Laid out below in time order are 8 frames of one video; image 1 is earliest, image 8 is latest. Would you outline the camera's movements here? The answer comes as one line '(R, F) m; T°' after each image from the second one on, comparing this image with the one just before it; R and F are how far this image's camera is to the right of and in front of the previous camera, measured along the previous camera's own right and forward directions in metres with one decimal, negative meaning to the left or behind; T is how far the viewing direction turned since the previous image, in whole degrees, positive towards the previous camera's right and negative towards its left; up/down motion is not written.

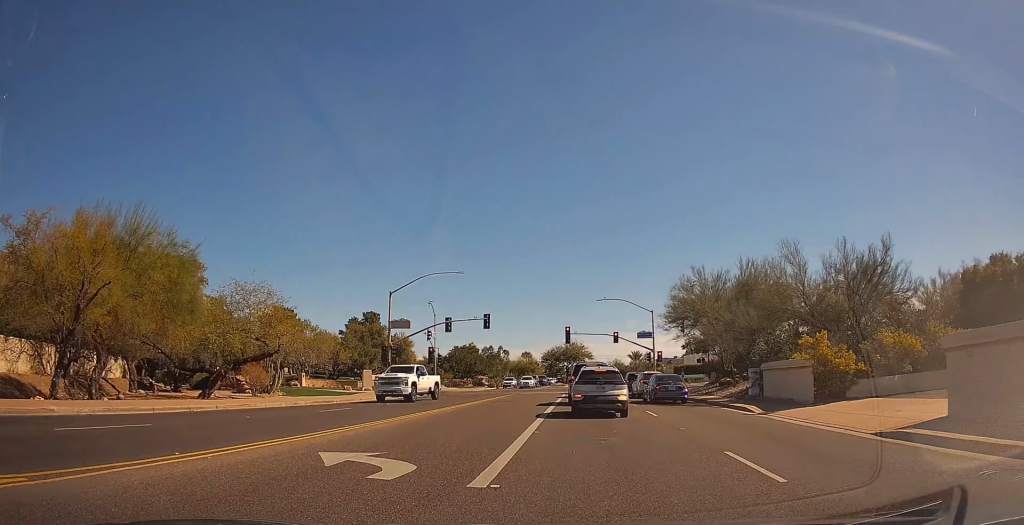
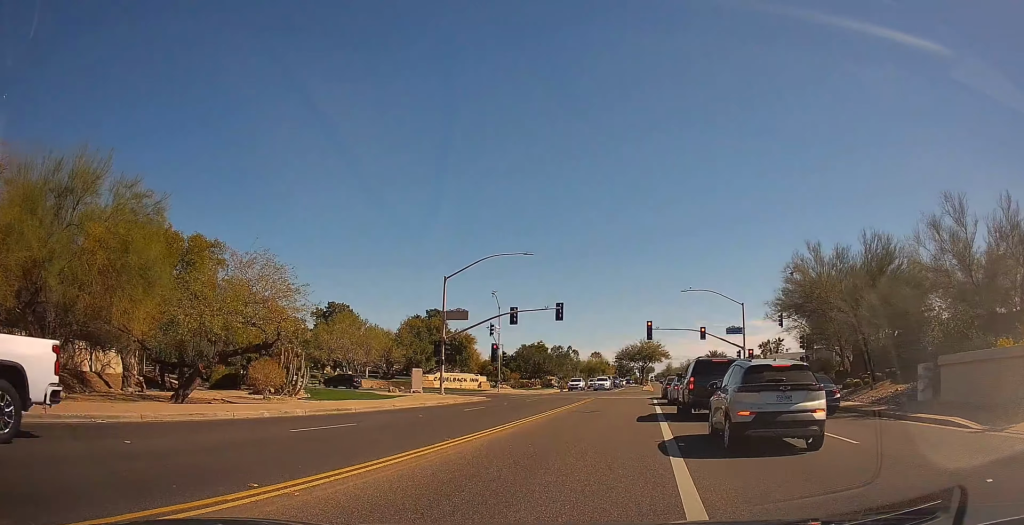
(-0.7, +8.8) m; -4°
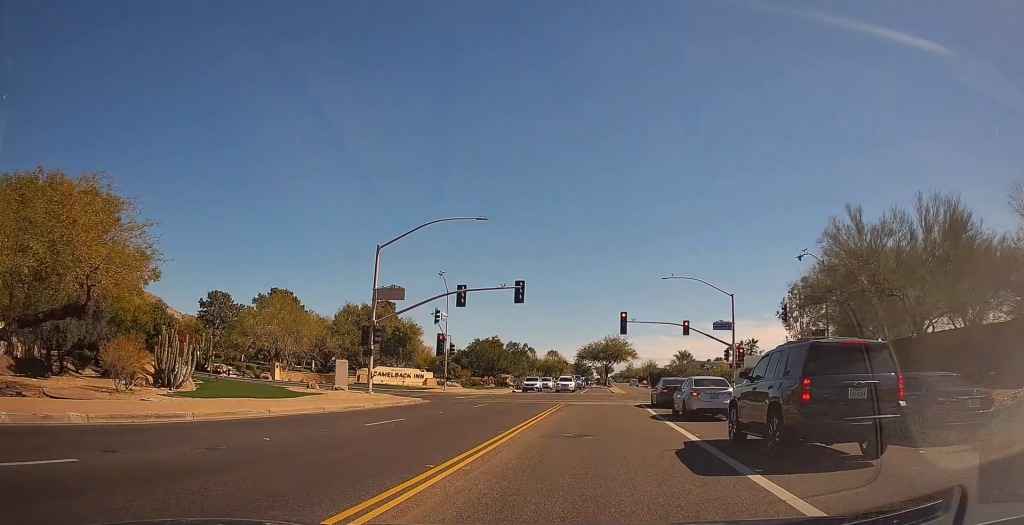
(+0.7, +8.8) m; +11°
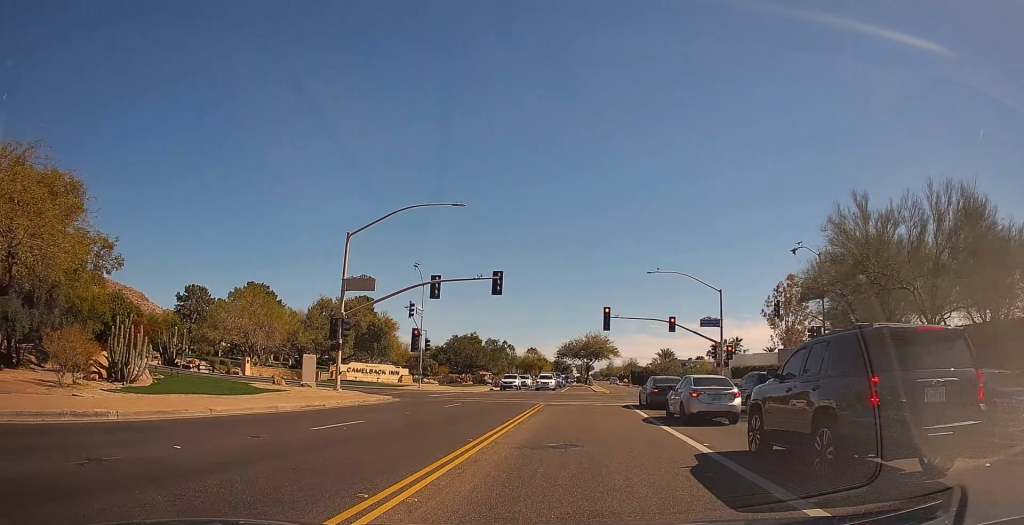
(+0.1, +2.2) m; +2°
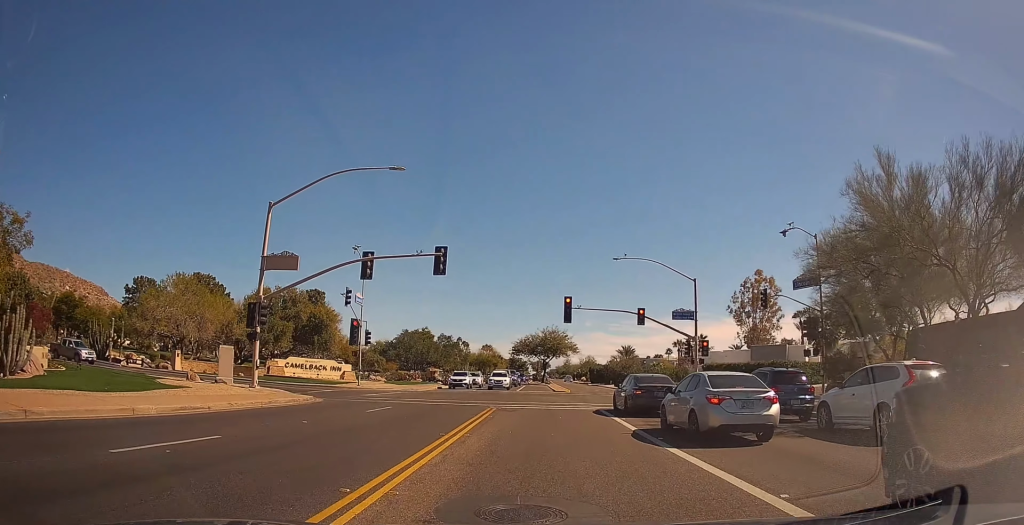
(+0.1, +5.6) m; +1°
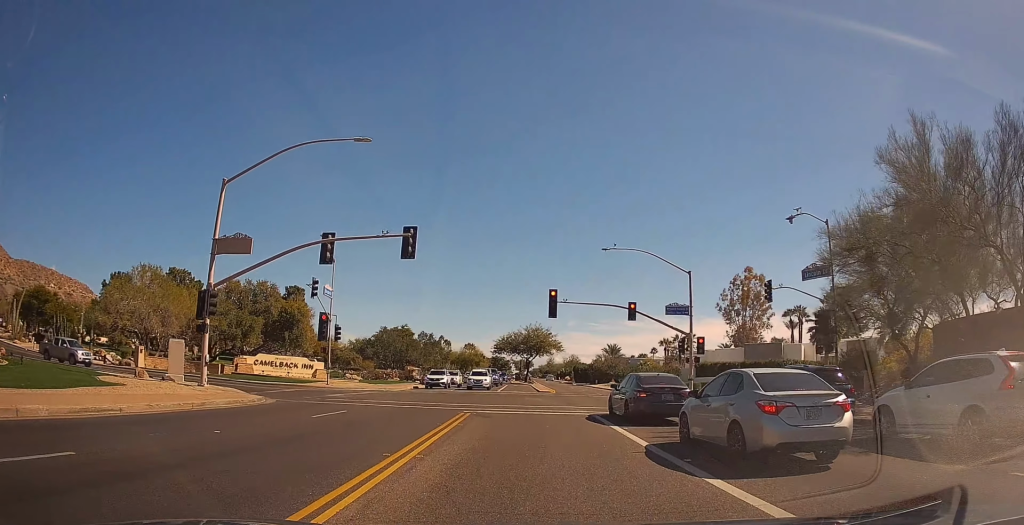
(0.0, +3.6) m; 0°
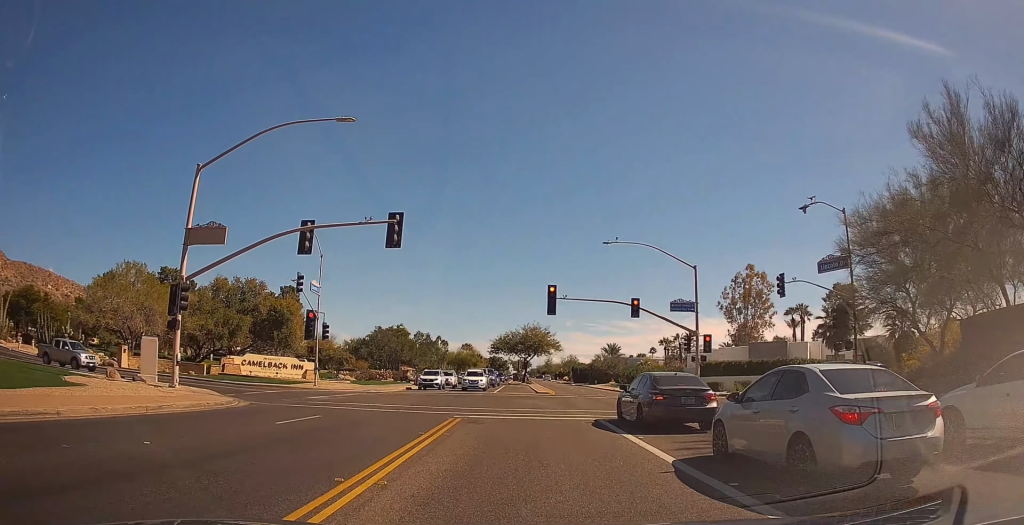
(0.0, +2.3) m; 0°
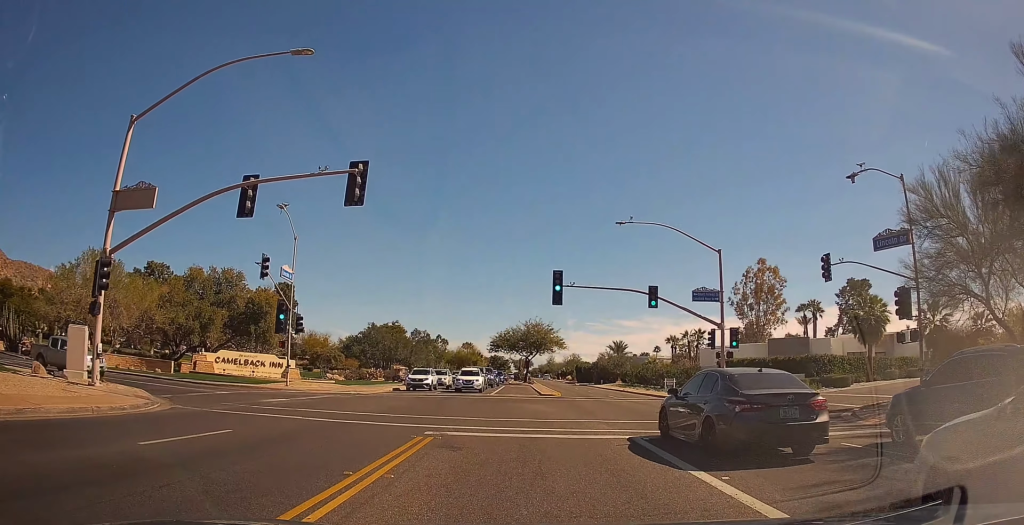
(+0.1, +5.7) m; +6°
